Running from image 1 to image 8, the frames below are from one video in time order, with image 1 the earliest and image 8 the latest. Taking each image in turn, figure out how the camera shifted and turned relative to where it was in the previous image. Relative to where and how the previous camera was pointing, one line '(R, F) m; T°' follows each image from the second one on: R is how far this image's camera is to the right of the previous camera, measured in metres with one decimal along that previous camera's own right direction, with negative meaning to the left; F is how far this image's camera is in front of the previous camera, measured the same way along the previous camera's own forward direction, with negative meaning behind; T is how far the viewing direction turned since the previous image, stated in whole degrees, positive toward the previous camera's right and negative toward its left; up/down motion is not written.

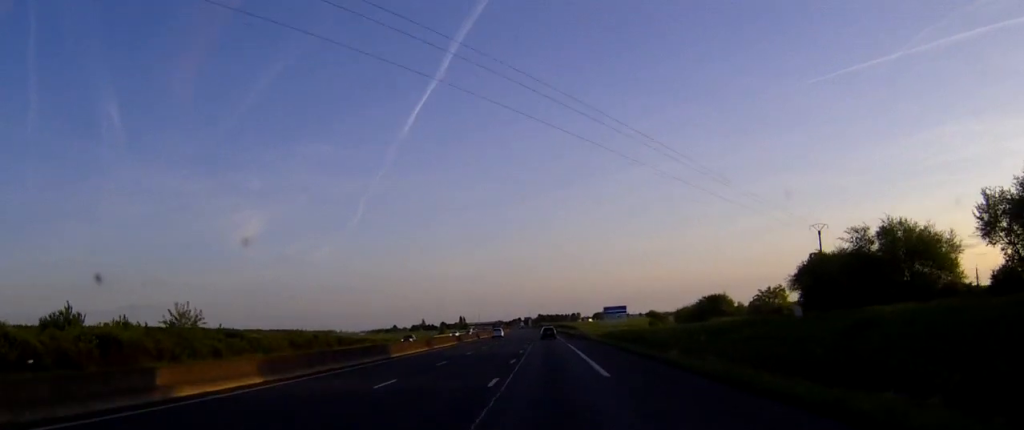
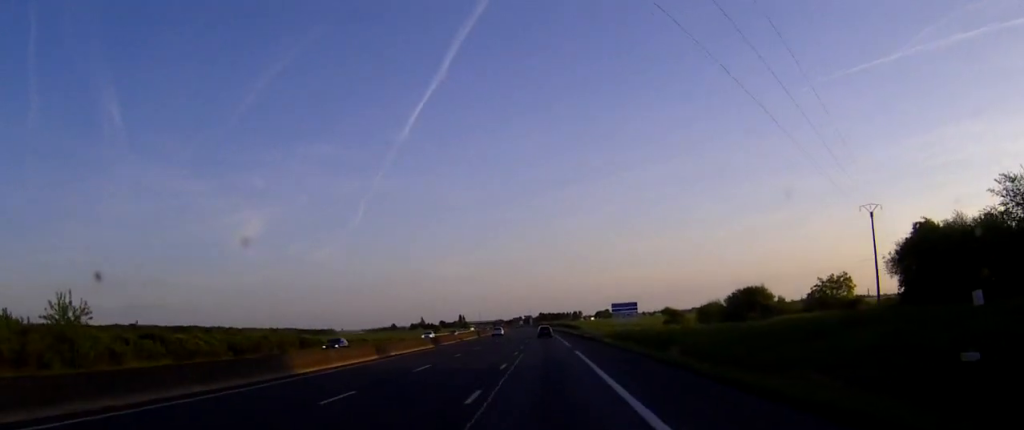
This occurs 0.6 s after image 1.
(0.0, +18.1) m; 0°
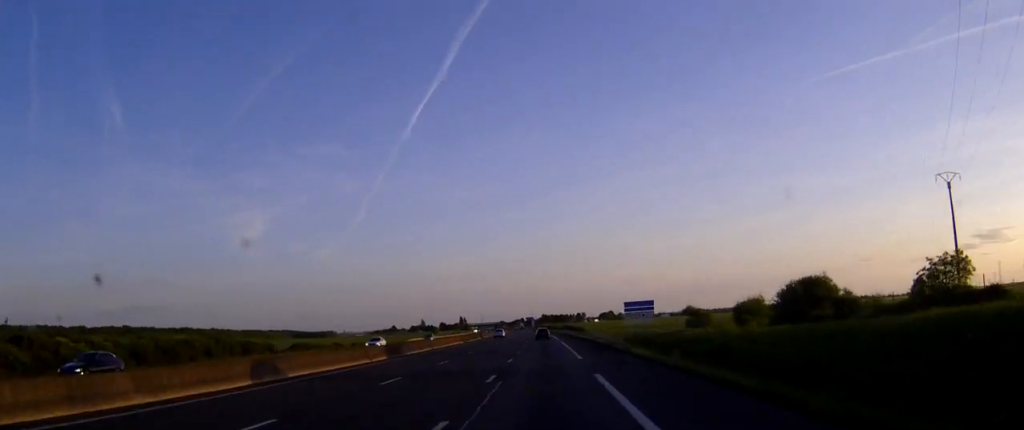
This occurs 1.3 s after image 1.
(0.0, +19.1) m; 0°
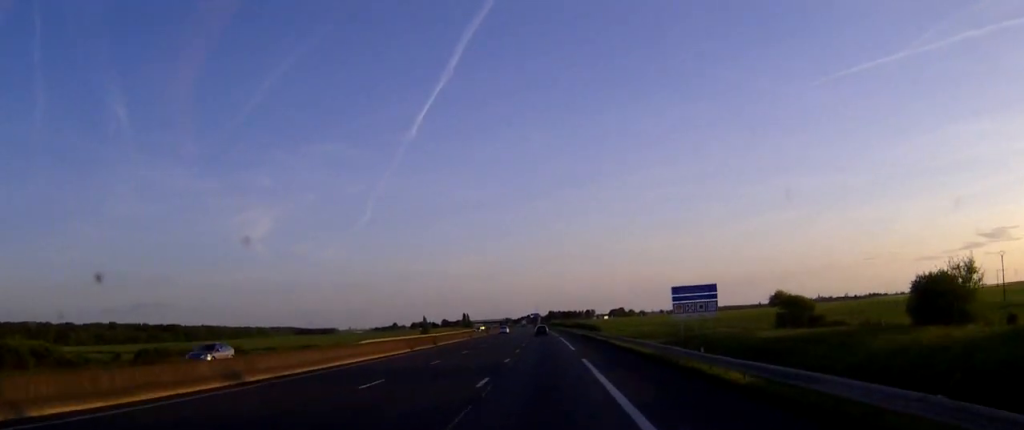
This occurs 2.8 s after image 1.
(-0.2, +42.1) m; 0°
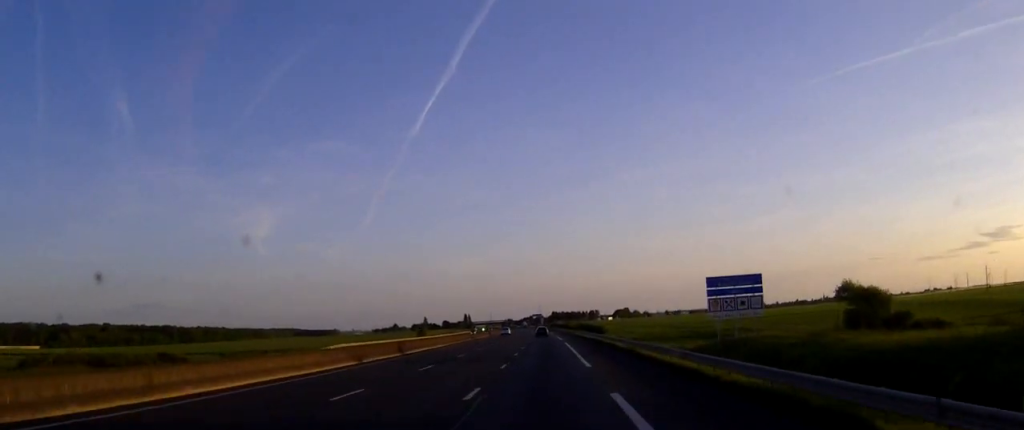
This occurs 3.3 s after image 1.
(0.0, +16.3) m; 0°
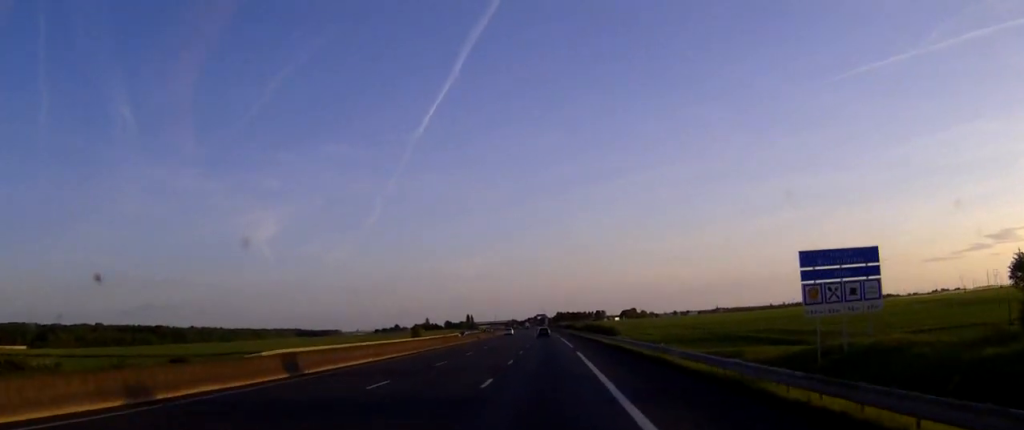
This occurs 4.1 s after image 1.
(-0.1, +22.9) m; 0°
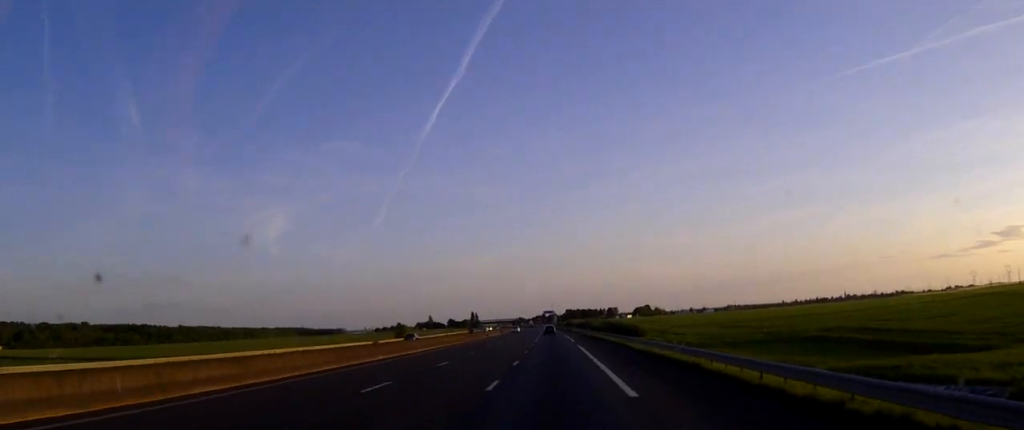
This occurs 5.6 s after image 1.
(-0.3, +41.0) m; -1°
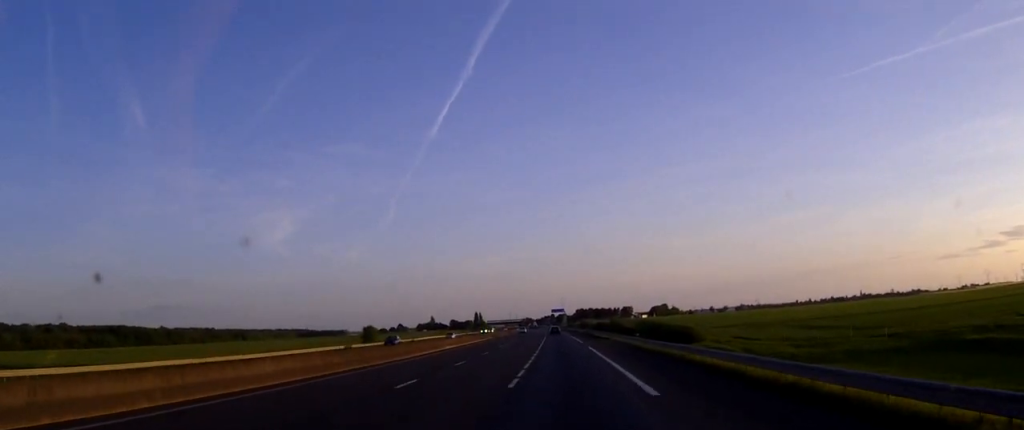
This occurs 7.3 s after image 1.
(-0.3, +50.6) m; -1°
